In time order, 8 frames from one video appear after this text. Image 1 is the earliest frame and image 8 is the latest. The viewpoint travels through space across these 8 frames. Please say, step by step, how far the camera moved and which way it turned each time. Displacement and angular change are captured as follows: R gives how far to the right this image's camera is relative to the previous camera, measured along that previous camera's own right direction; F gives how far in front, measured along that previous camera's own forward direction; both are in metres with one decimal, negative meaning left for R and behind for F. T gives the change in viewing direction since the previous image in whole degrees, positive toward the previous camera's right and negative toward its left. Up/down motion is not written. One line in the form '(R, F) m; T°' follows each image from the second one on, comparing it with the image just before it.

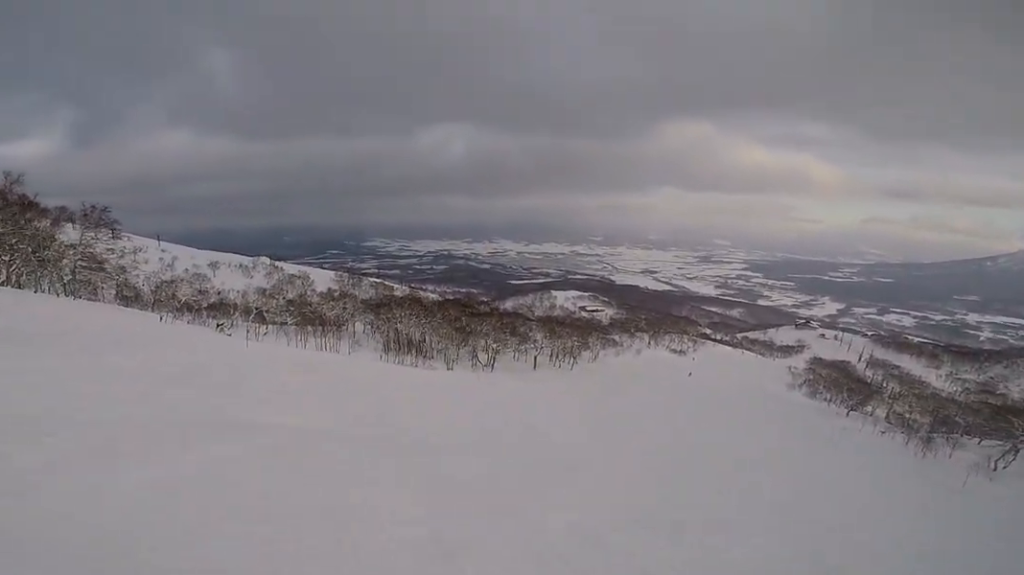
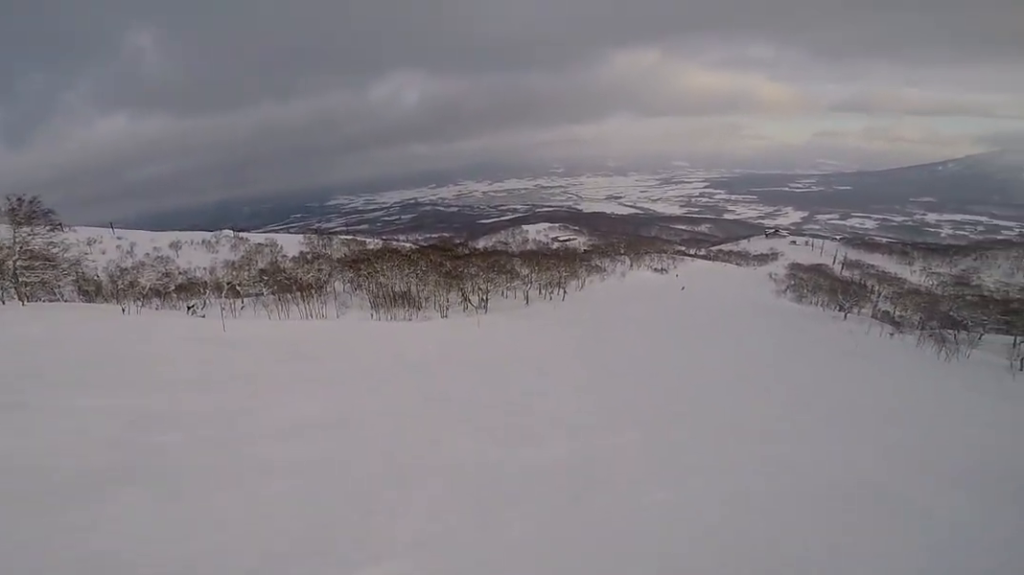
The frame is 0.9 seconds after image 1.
(-0.6, +4.7) m; +20°
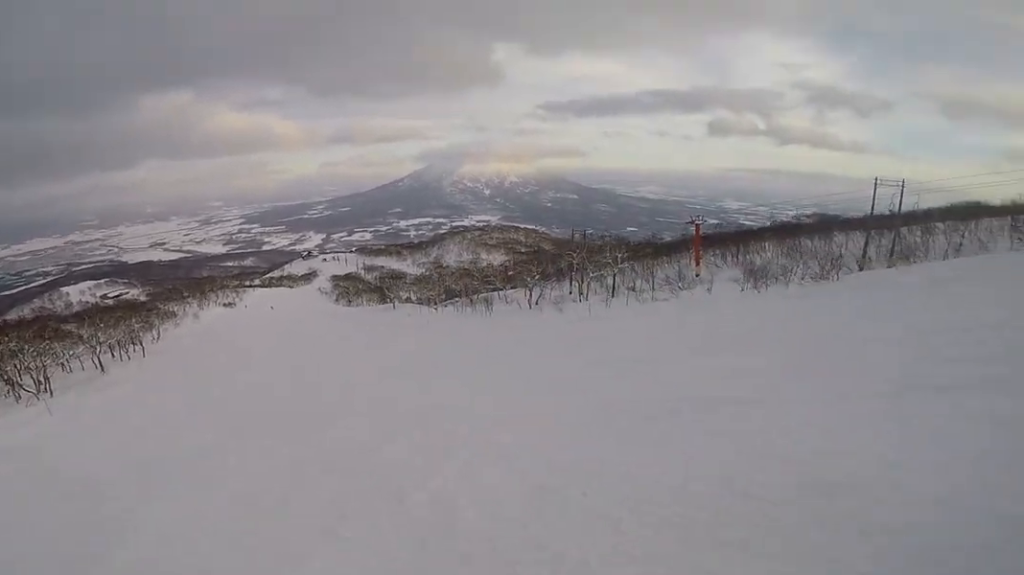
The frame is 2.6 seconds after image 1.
(+5.8, +6.5) m; +64°
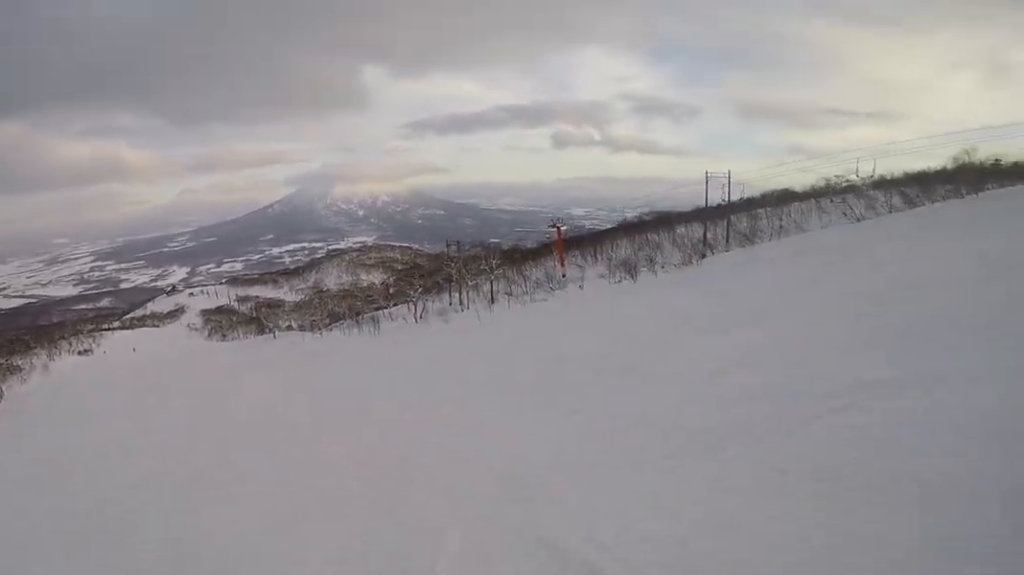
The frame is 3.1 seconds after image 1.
(+0.3, +2.6) m; +8°
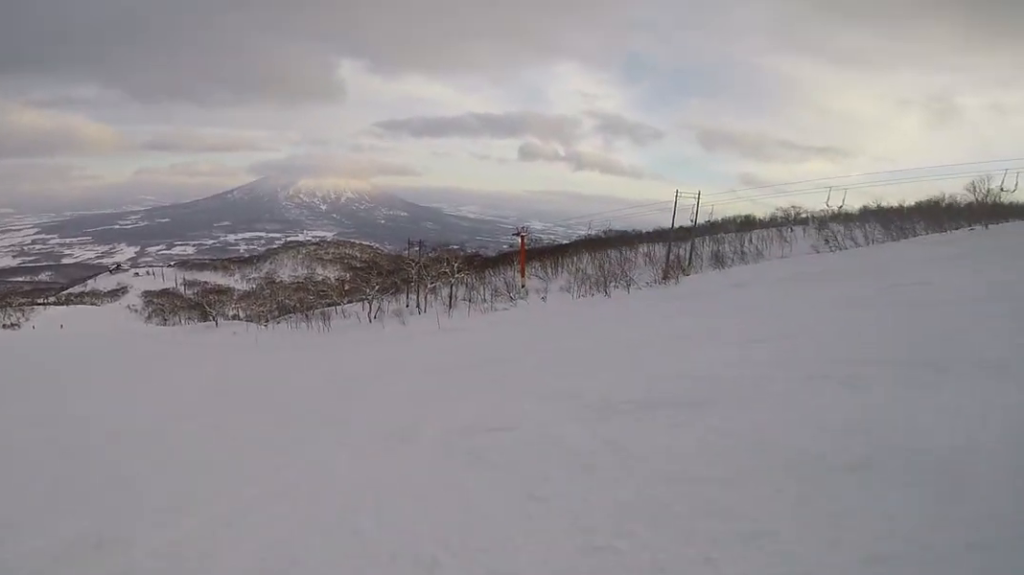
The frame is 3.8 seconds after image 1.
(+0.2, +3.9) m; +2°
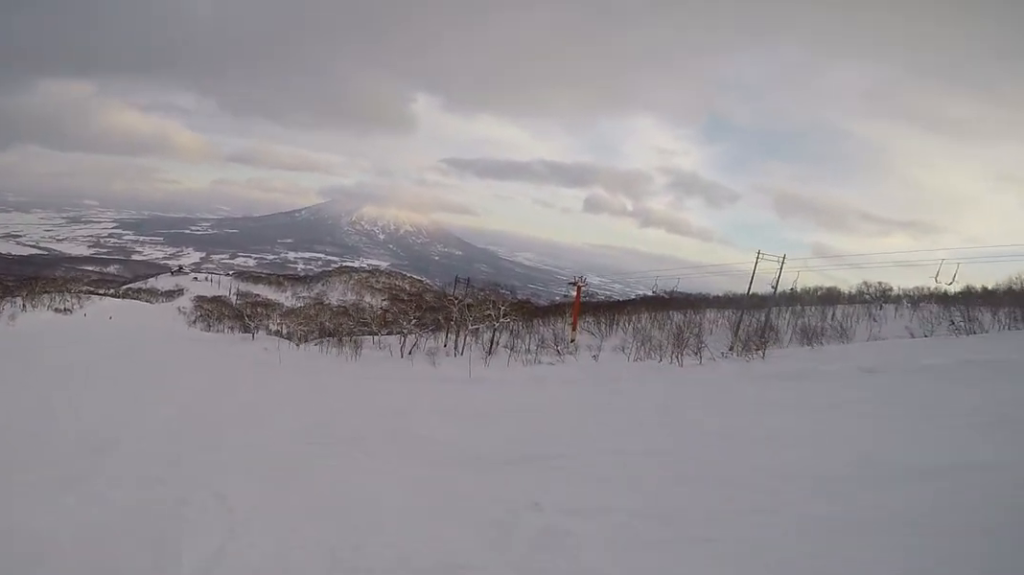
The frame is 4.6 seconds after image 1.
(+0.1, +5.0) m; -8°
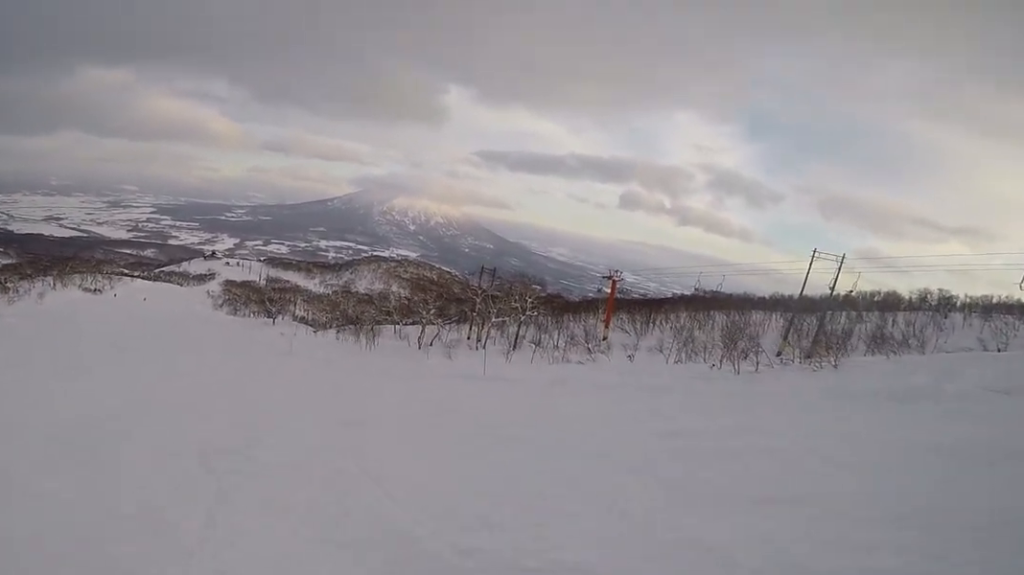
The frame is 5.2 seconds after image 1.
(+0.1, +3.8) m; -13°
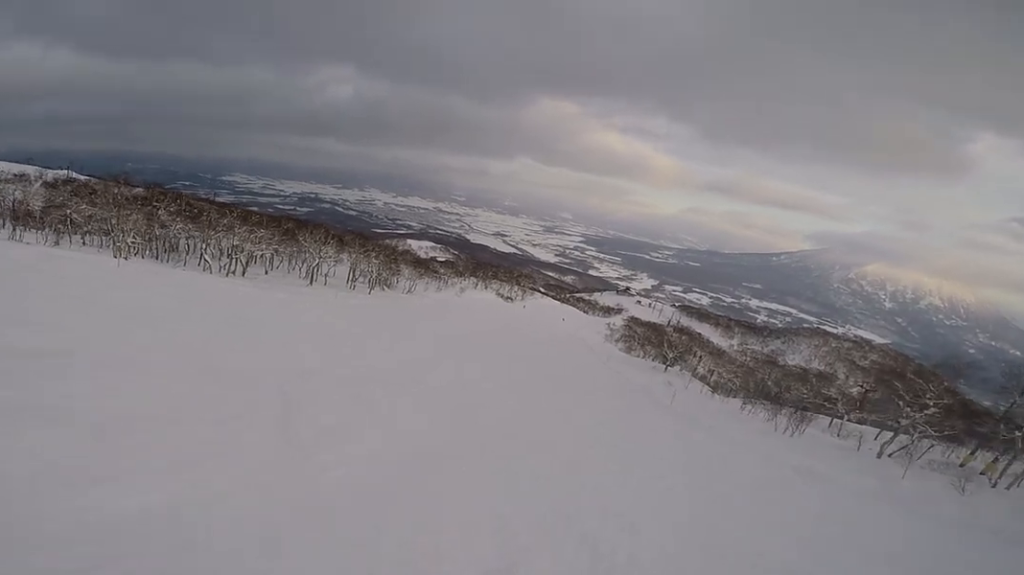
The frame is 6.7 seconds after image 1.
(-4.1, +9.6) m; -42°
